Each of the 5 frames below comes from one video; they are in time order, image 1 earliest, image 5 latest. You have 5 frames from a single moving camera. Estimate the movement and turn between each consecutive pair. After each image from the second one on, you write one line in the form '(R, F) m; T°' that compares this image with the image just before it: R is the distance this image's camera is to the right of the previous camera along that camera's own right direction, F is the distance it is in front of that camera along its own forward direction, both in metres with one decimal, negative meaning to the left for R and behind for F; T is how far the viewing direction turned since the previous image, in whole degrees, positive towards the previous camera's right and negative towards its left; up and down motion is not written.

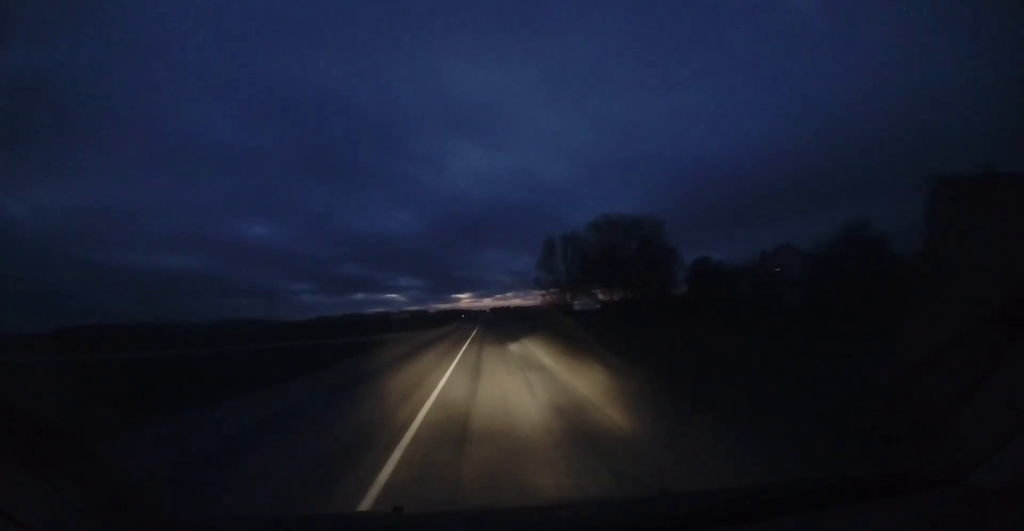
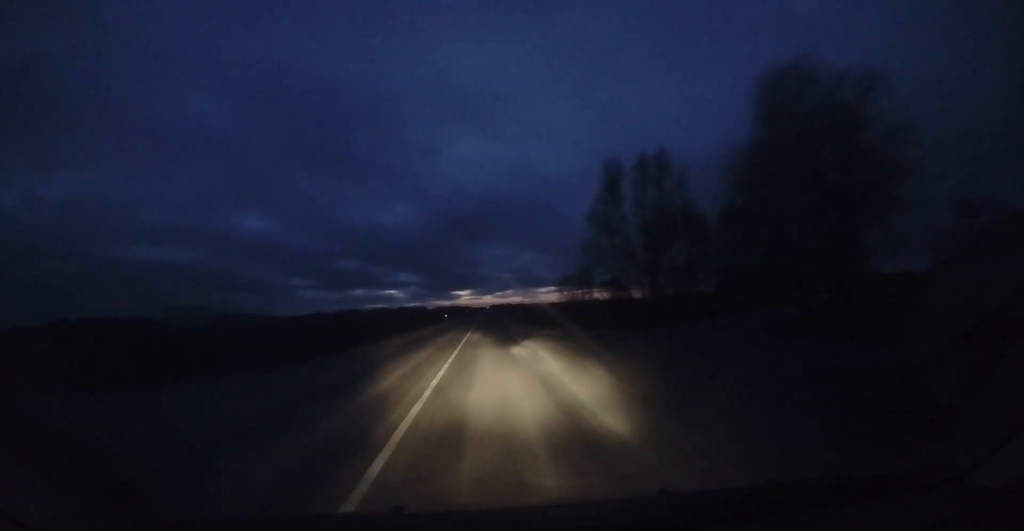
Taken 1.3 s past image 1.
(-0.3, +32.5) m; 0°
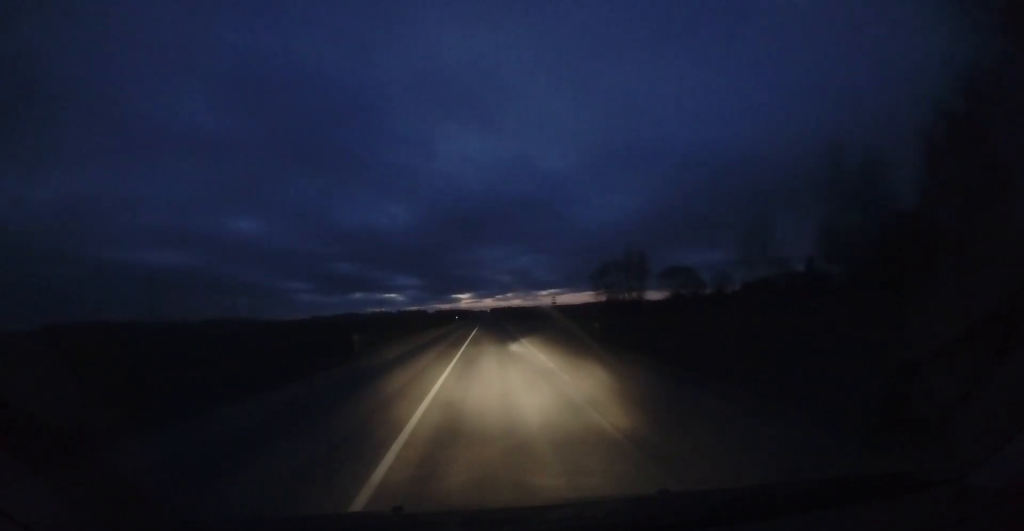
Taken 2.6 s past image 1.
(+0.1, +34.7) m; 0°
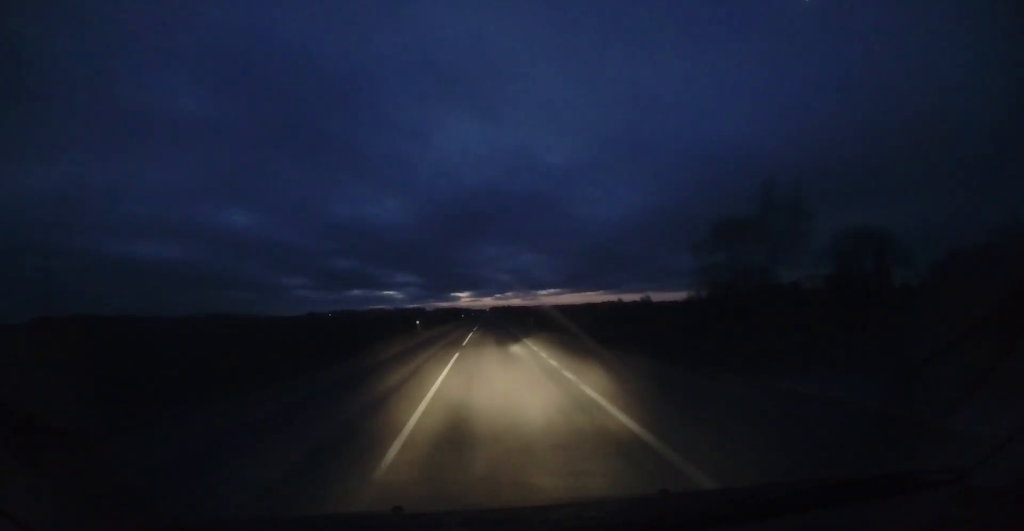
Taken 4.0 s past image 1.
(+0.2, +35.6) m; 0°
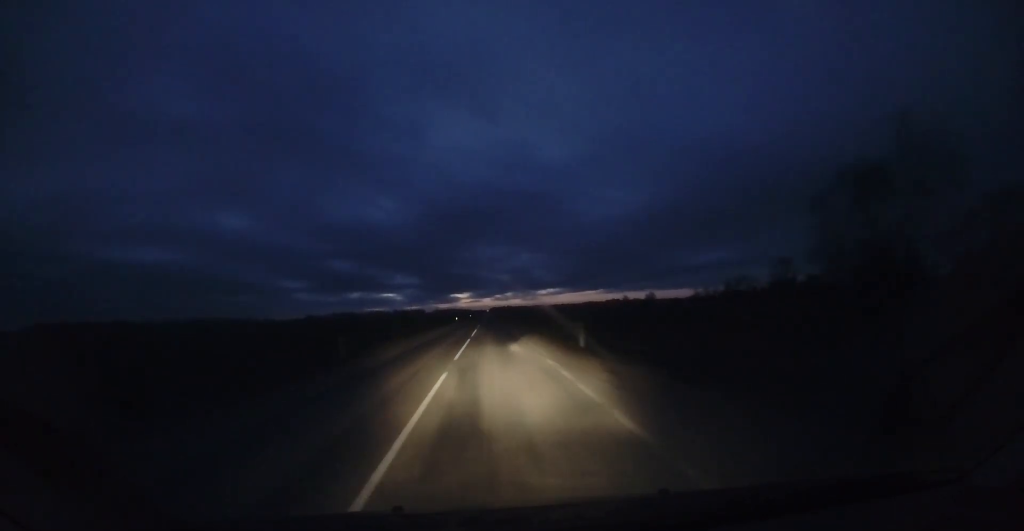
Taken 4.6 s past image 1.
(-0.2, +15.5) m; 0°
